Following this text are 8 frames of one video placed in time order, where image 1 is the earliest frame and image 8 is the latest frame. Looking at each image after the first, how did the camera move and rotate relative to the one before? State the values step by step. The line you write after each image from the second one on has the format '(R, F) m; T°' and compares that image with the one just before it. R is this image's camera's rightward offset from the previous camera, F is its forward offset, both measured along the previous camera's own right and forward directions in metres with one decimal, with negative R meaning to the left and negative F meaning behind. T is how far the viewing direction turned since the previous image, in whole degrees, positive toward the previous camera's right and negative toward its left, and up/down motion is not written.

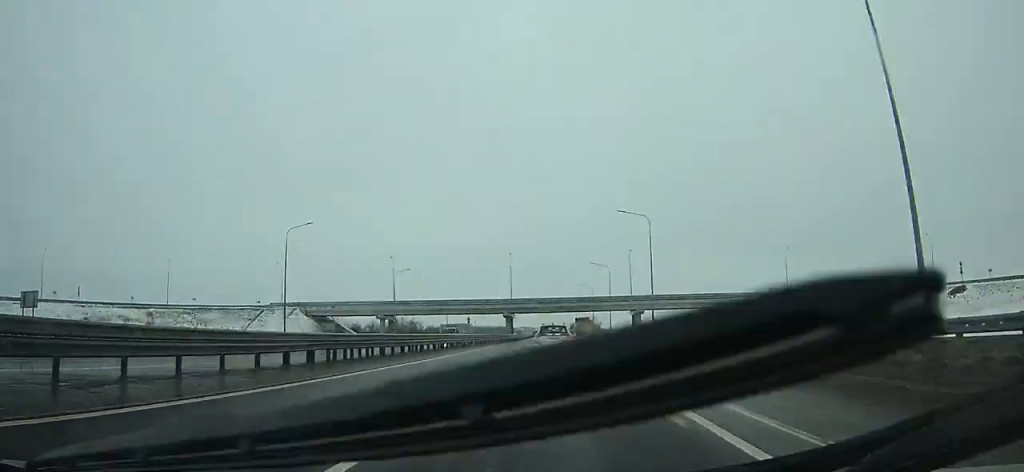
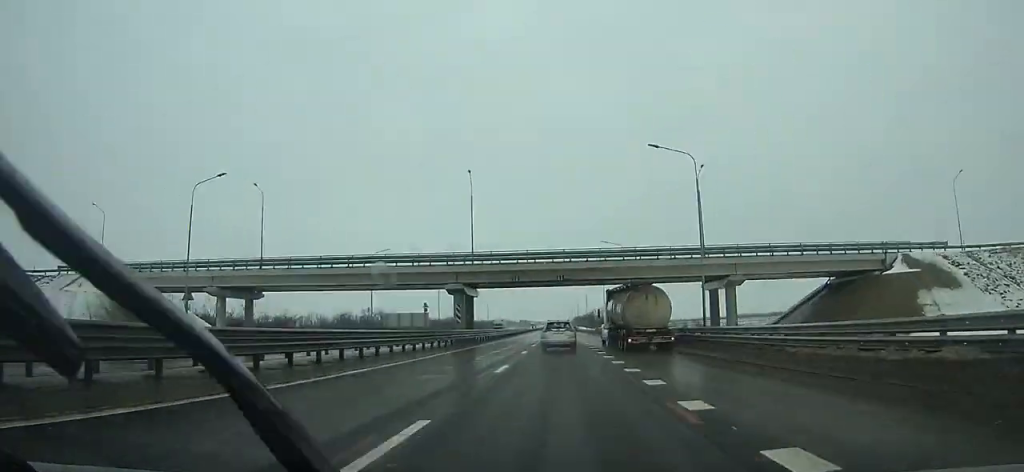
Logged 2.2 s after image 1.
(-0.2, +58.9) m; 0°
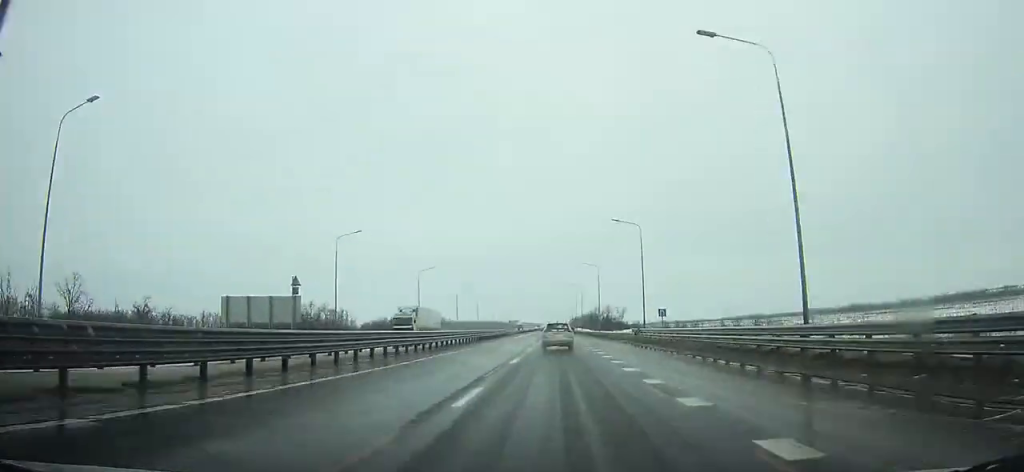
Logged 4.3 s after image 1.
(-0.2, +55.8) m; 0°
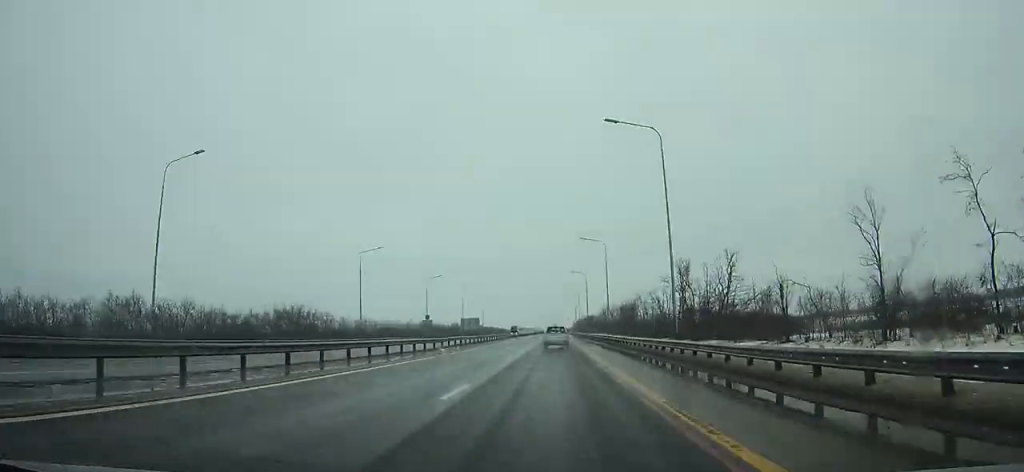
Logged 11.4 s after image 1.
(+0.8, +190.8) m; 0°
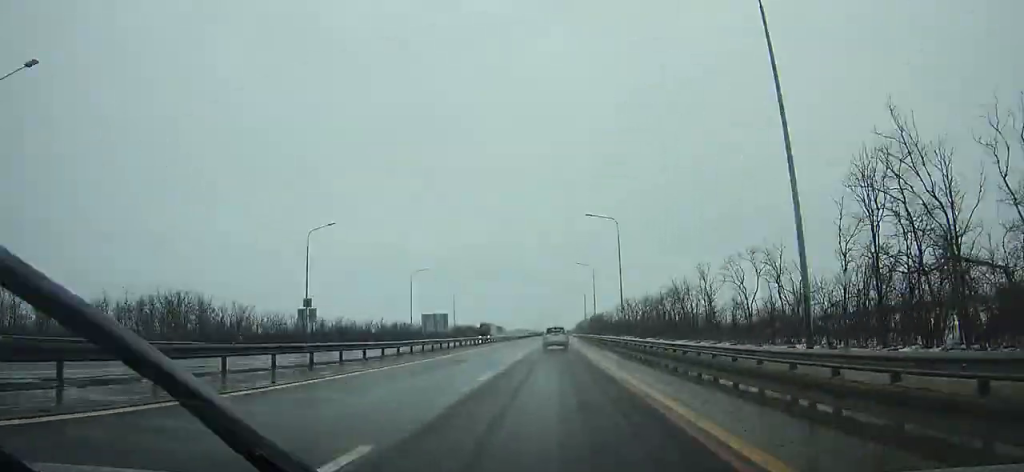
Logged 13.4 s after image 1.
(0.0, +54.4) m; 0°
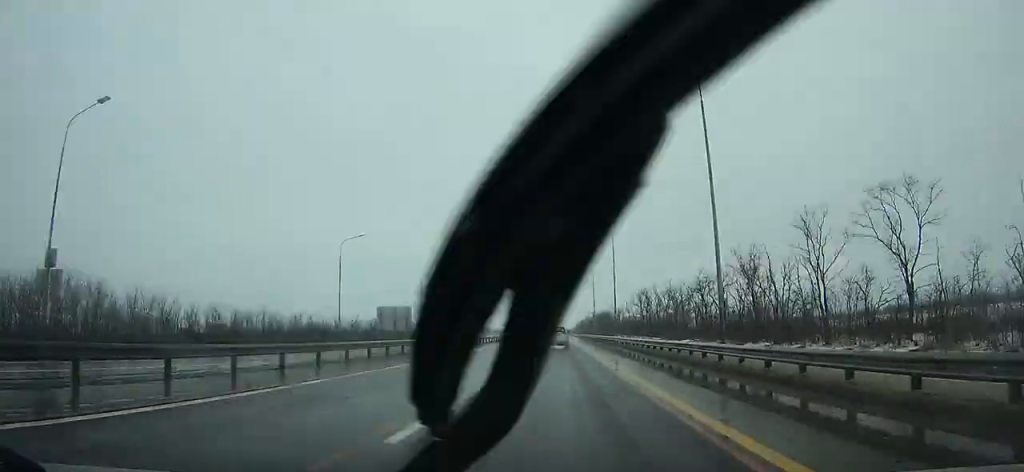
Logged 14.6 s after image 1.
(0.0, +33.2) m; 0°
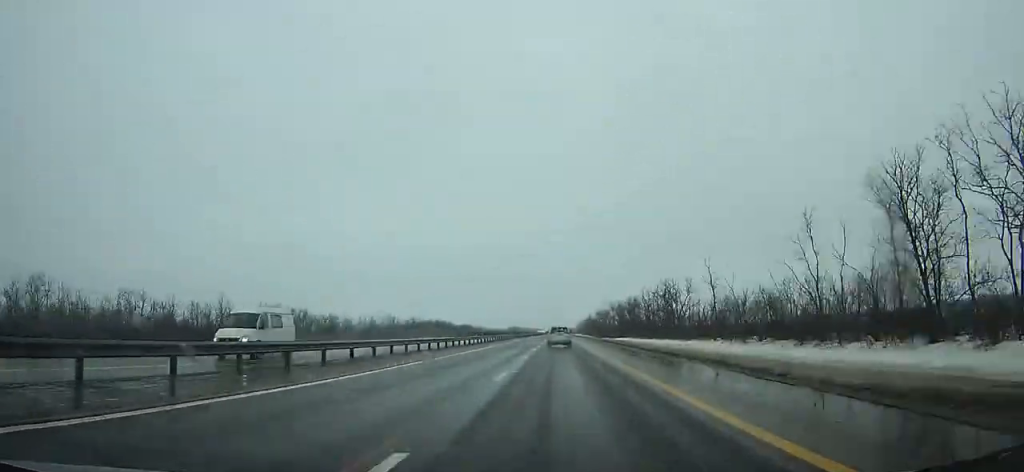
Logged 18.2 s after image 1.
(-0.1, +100.9) m; 0°
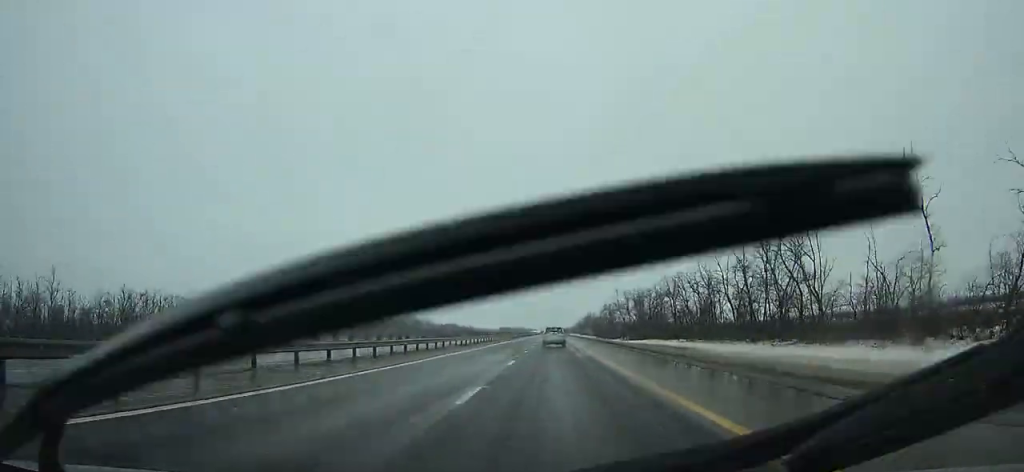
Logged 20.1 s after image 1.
(0.0, +54.4) m; 0°
